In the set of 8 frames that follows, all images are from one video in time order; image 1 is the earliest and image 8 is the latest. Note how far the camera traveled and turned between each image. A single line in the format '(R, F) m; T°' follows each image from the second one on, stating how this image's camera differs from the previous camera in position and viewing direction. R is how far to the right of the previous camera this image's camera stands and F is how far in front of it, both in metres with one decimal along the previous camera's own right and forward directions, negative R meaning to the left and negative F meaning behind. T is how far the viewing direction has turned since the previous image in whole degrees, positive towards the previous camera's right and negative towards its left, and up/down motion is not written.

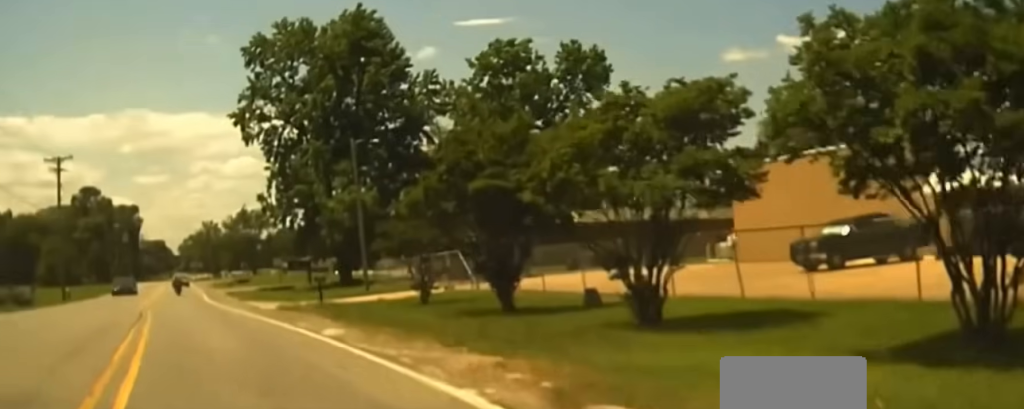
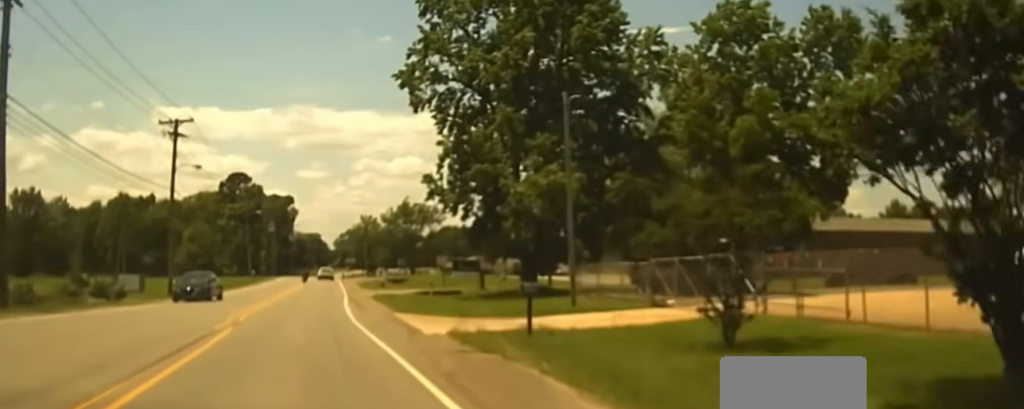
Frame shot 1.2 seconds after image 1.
(-4.0, +17.4) m; -15°
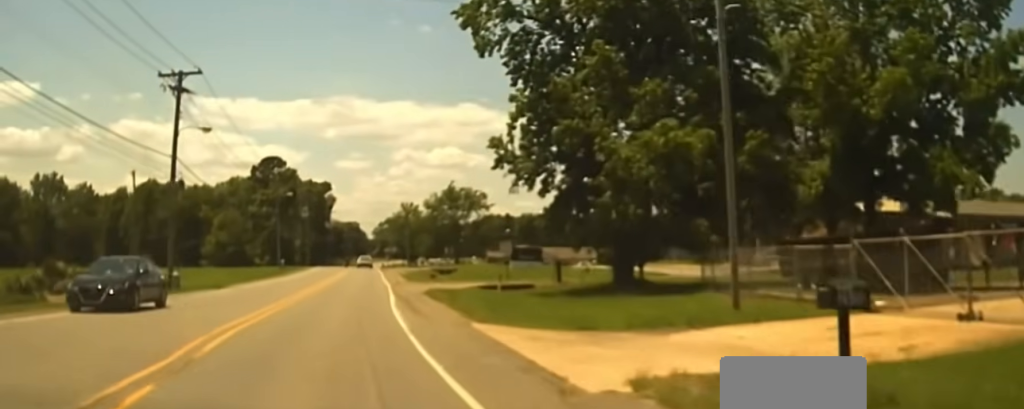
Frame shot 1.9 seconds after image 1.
(-0.5, +13.5) m; 0°
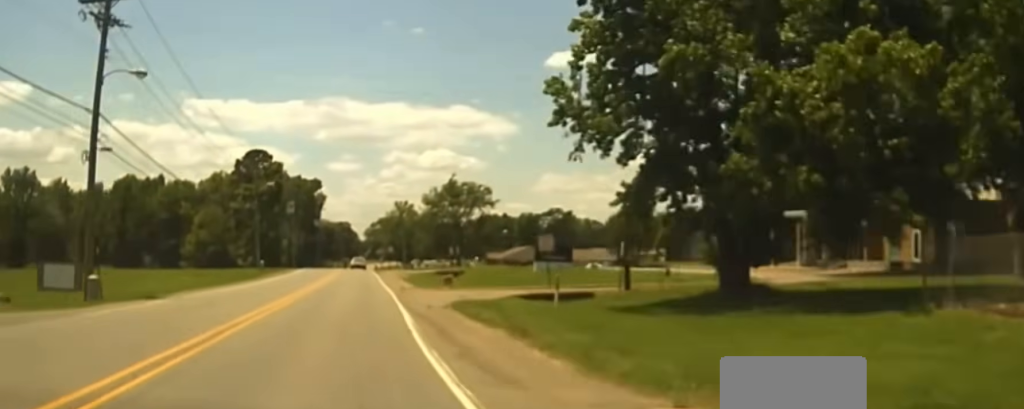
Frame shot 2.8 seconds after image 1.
(+0.4, +16.1) m; +1°
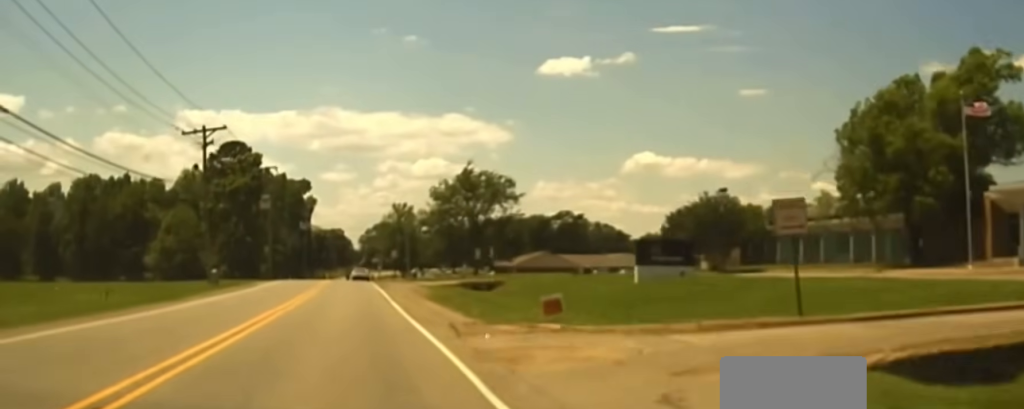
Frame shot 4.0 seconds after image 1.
(+0.2, +27.4) m; 0°
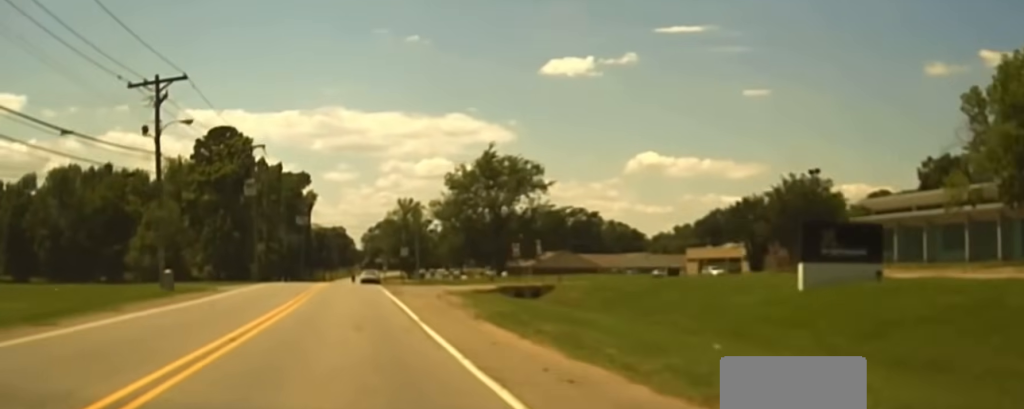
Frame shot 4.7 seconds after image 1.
(0.0, +17.7) m; 0°
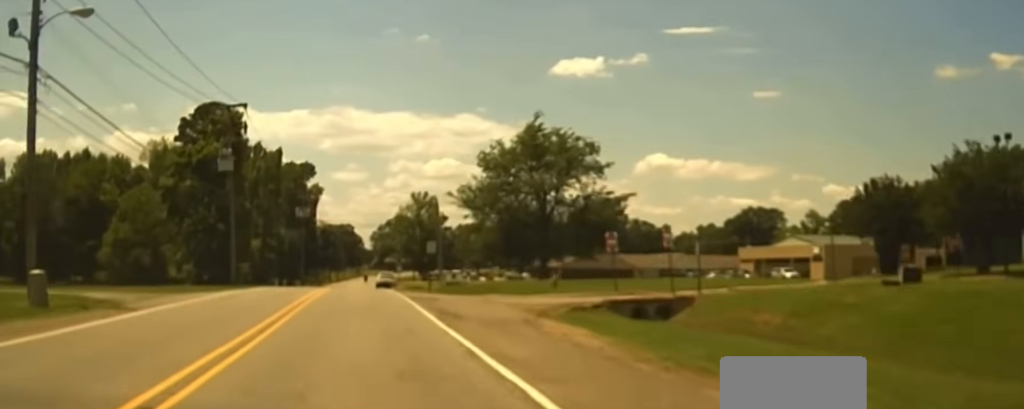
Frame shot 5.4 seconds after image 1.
(0.0, +21.4) m; 0°
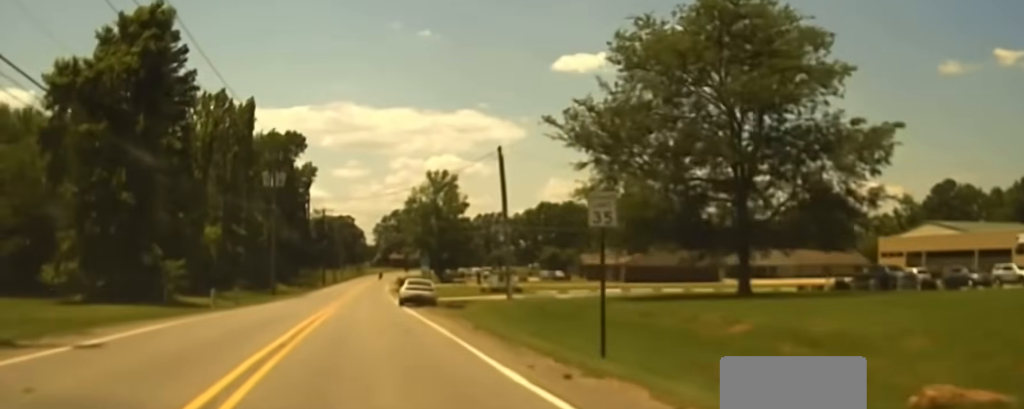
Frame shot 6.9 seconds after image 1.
(0.0, +44.8) m; 0°
